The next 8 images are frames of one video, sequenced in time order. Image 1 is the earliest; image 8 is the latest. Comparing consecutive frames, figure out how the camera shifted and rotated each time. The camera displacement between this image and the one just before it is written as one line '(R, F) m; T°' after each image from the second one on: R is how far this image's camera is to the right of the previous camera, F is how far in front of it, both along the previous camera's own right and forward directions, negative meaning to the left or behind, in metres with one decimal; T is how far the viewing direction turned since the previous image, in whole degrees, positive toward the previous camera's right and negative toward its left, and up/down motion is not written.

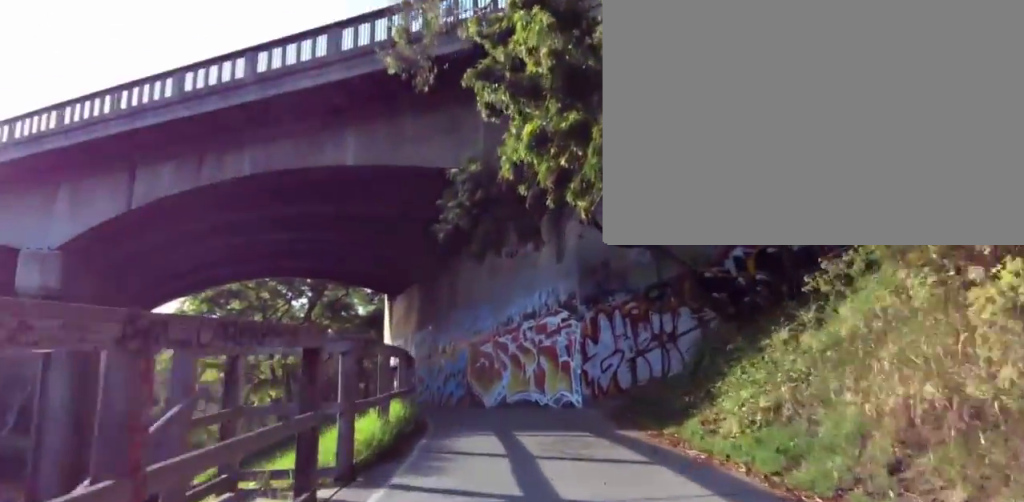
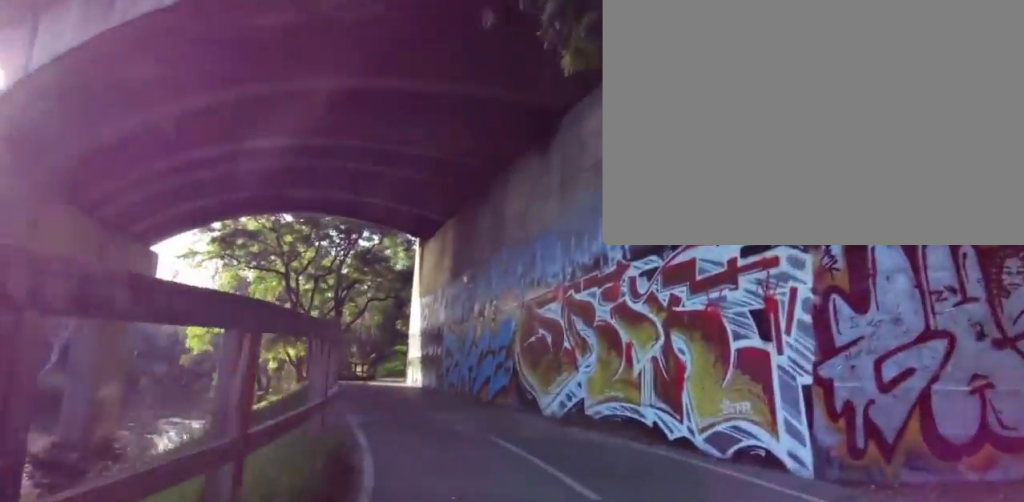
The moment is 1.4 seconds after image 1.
(+0.2, +9.0) m; -7°
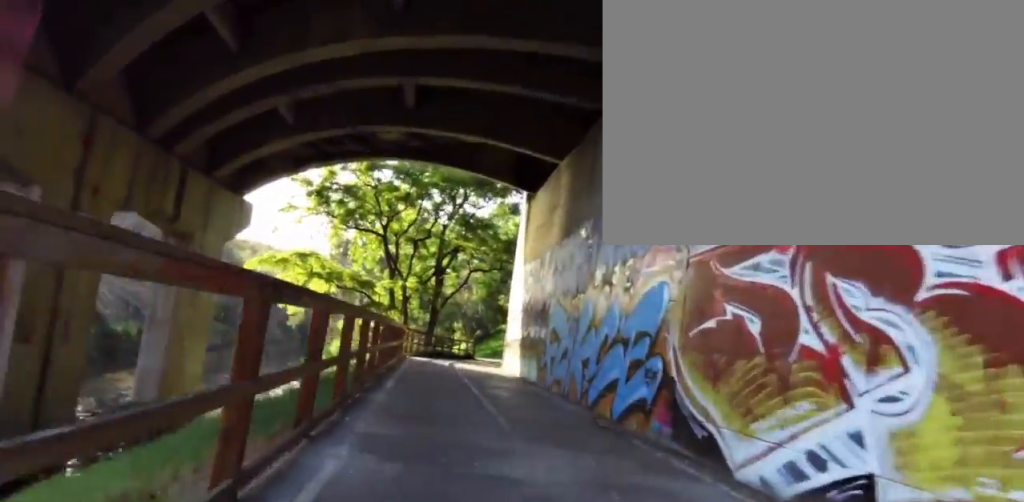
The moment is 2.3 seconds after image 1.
(-0.6, +5.0) m; -12°
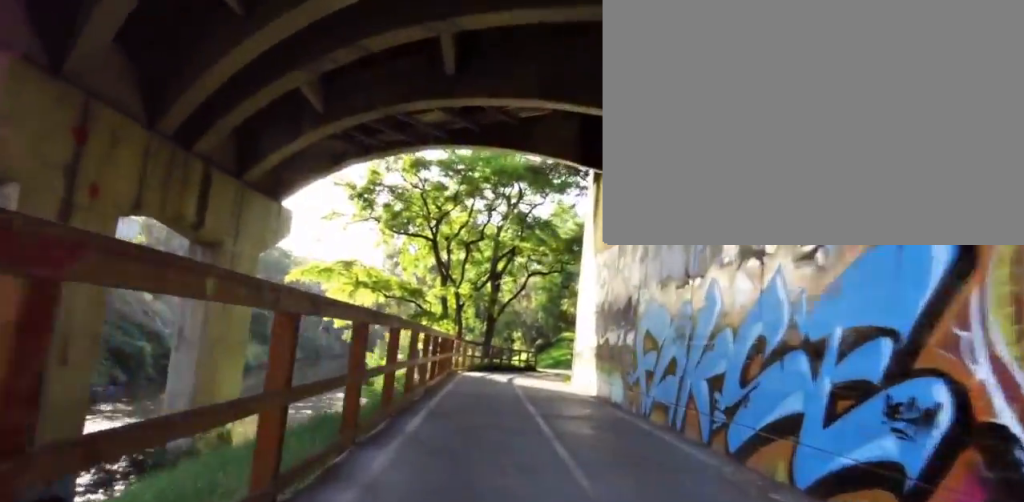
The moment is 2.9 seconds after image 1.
(-0.3, +3.9) m; -7°
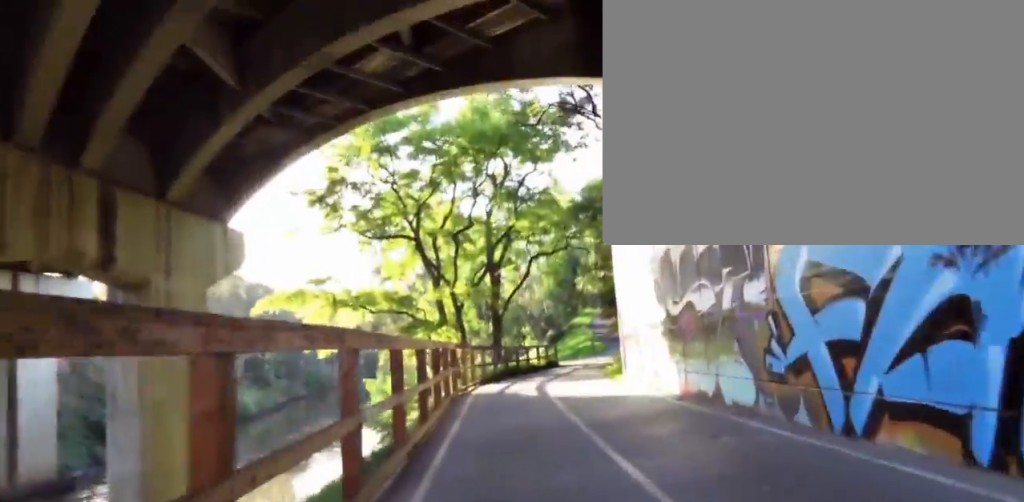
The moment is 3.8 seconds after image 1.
(-0.4, +5.7) m; -6°
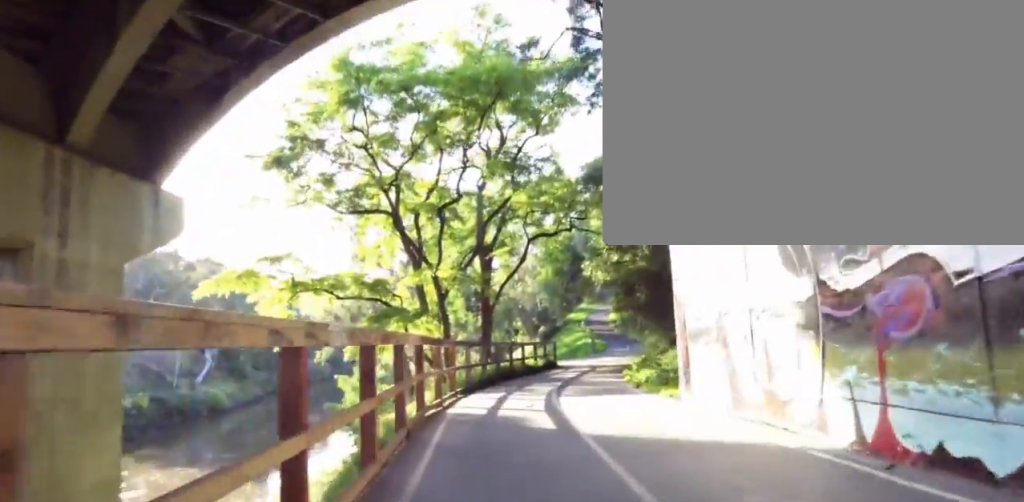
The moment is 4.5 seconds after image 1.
(-0.3, +5.4) m; 0°
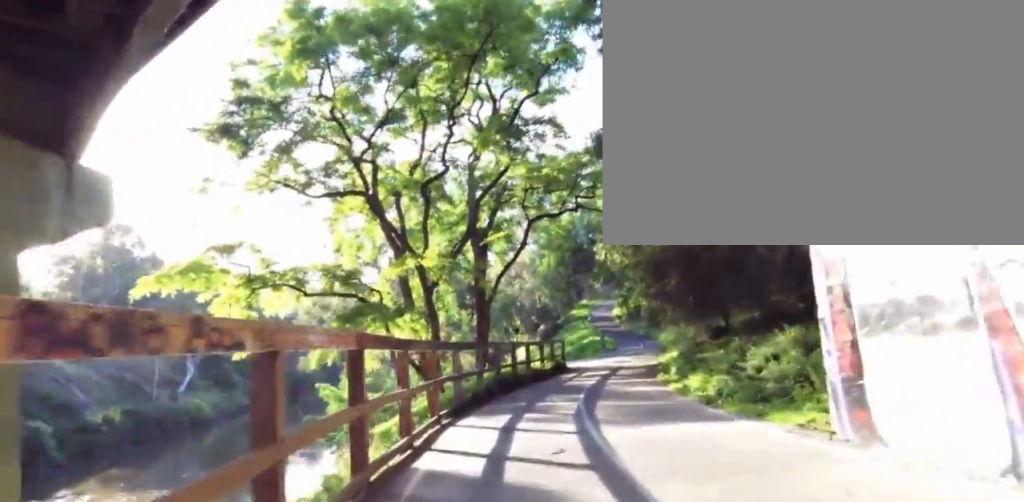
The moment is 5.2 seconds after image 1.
(-0.3, +4.4) m; +3°
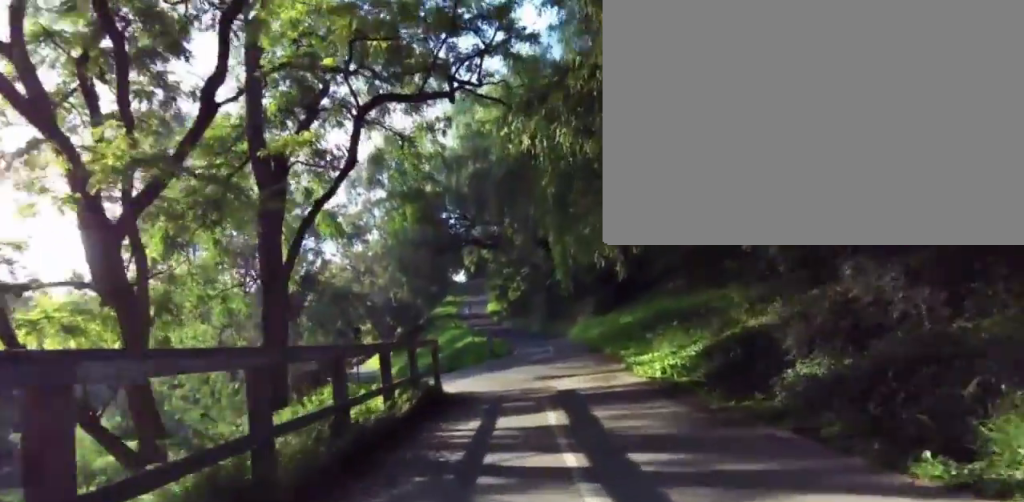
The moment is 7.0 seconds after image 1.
(+0.2, +11.4) m; +7°
